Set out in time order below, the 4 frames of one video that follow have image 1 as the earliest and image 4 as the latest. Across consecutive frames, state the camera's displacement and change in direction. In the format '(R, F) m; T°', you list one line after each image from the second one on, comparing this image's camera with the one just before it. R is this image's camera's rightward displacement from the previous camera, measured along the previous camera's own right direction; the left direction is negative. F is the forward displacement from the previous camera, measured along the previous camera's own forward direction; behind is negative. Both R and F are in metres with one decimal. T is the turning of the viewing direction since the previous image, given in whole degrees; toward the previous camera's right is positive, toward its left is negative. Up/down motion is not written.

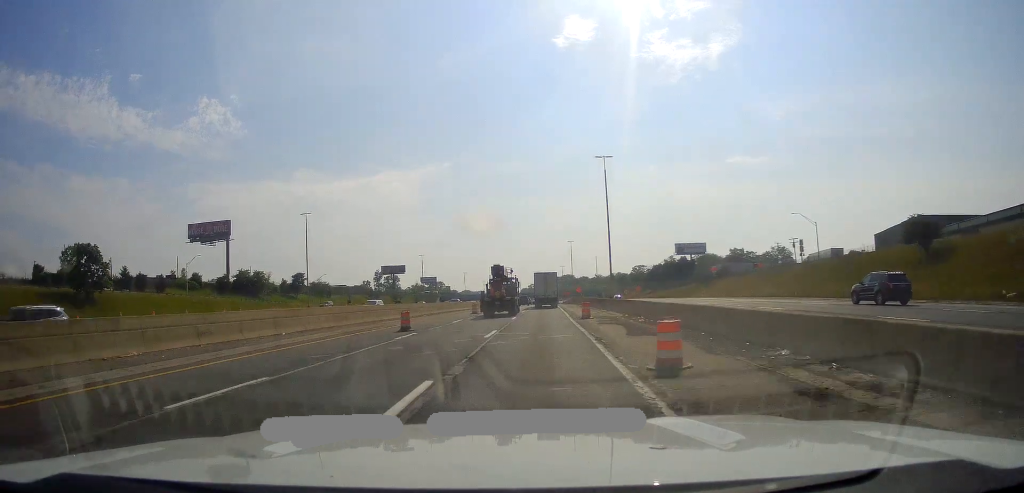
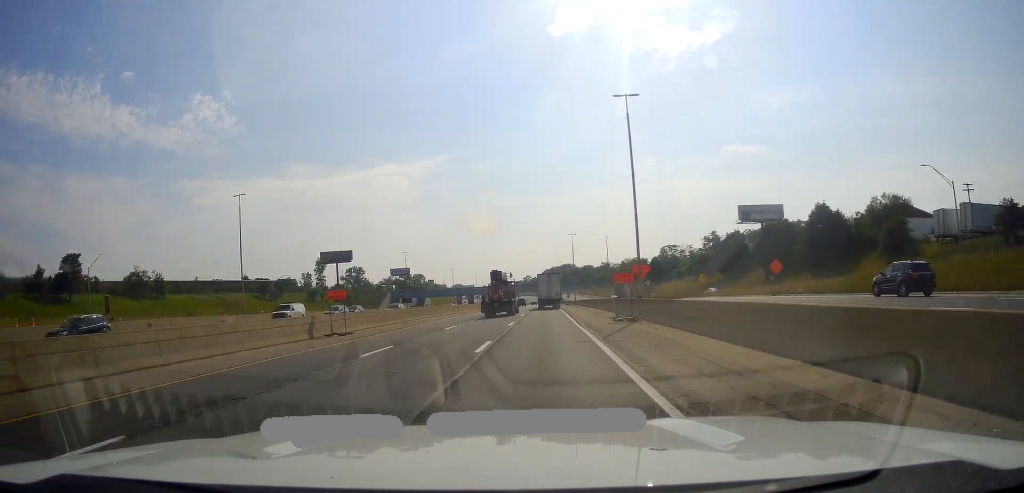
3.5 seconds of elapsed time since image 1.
(+0.8, +94.9) m; +1°
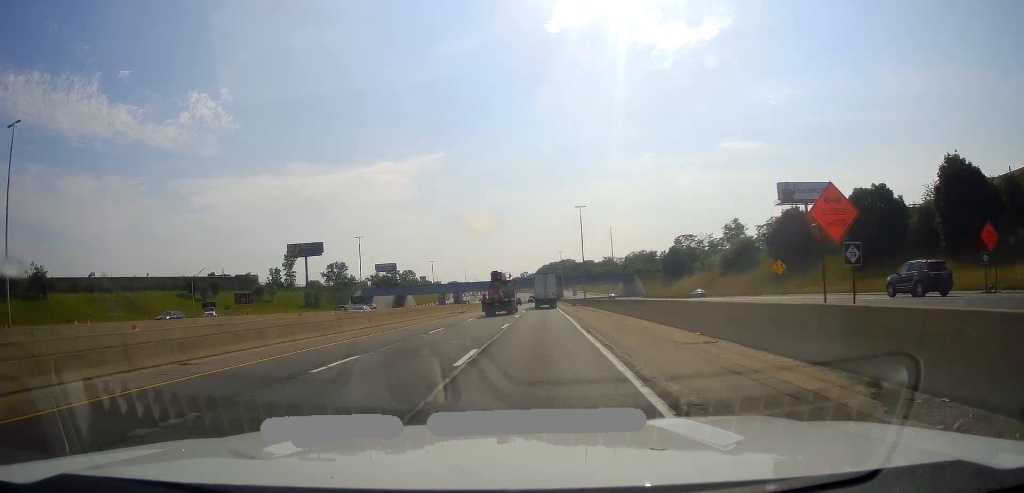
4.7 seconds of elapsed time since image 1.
(0.0, +33.7) m; 0°
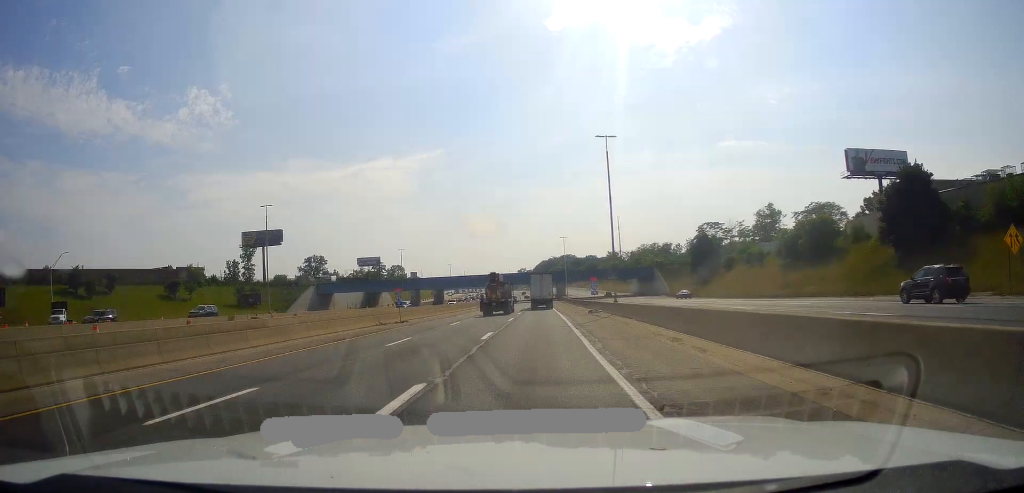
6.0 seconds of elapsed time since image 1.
(-0.4, +37.0) m; -1°
